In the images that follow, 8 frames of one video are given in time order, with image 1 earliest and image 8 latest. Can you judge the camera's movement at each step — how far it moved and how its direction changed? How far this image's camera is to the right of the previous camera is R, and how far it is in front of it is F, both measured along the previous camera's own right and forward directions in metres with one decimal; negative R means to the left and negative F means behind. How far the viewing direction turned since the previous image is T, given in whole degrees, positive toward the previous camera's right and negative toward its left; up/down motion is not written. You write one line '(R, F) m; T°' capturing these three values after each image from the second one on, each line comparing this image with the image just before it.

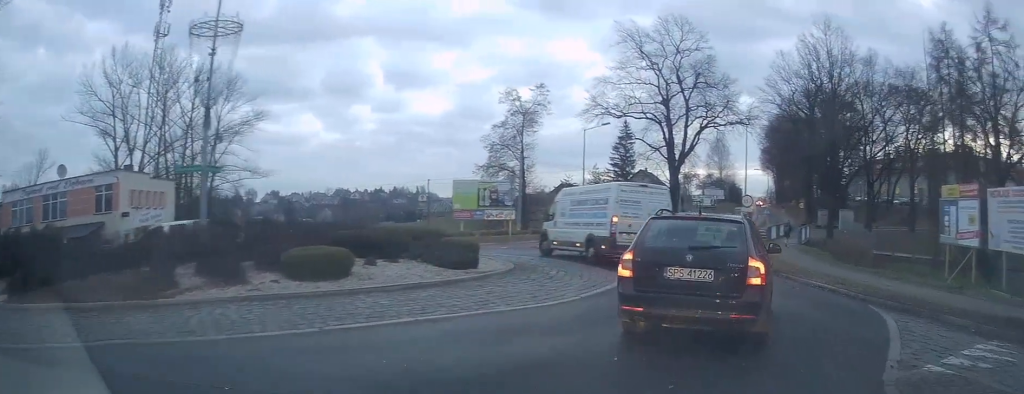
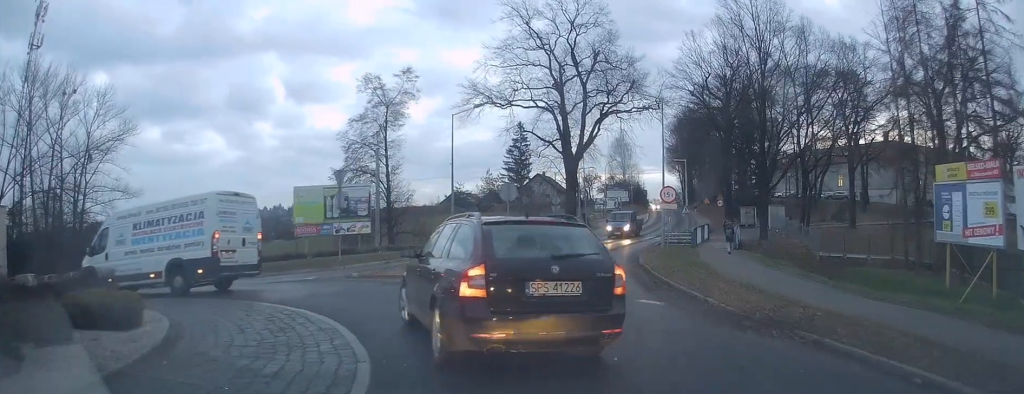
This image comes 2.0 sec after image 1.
(+2.2, +11.0) m; +17°
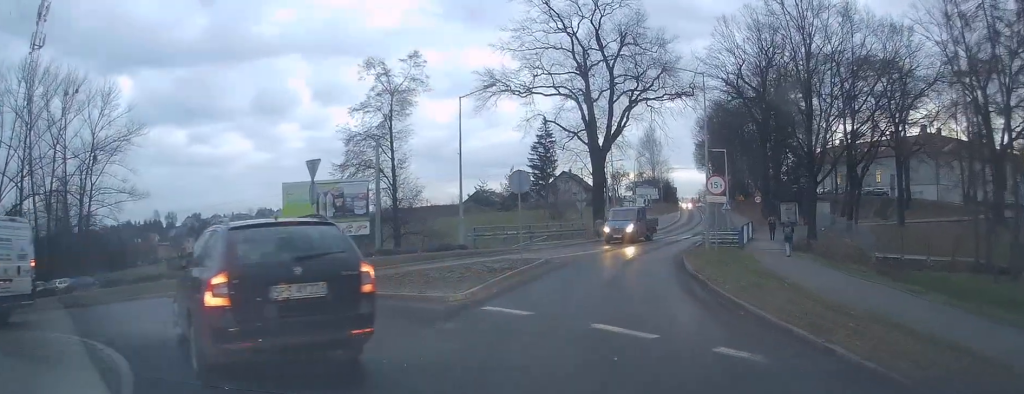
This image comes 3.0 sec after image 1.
(0.0, +5.3) m; 0°
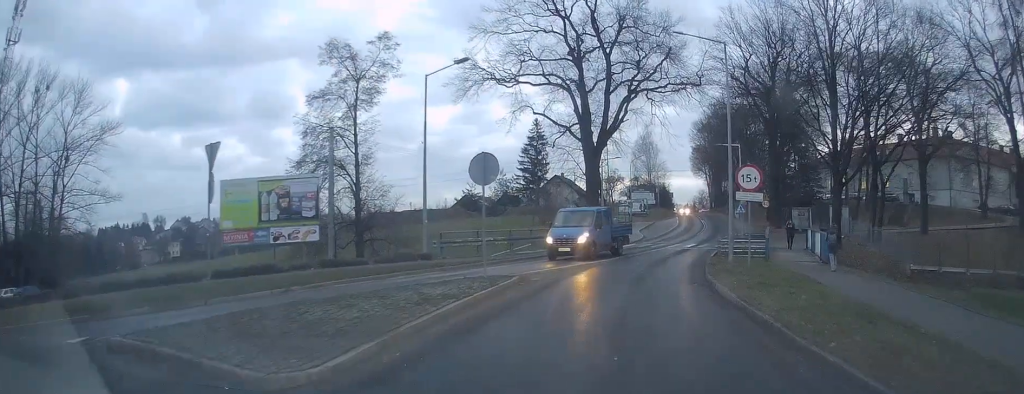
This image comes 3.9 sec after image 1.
(0.0, +5.2) m; 0°
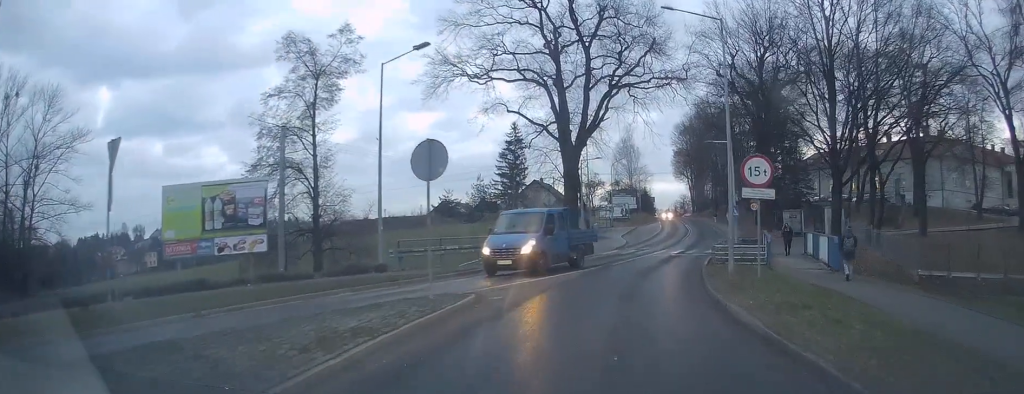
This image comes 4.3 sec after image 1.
(0.0, +2.6) m; 0°
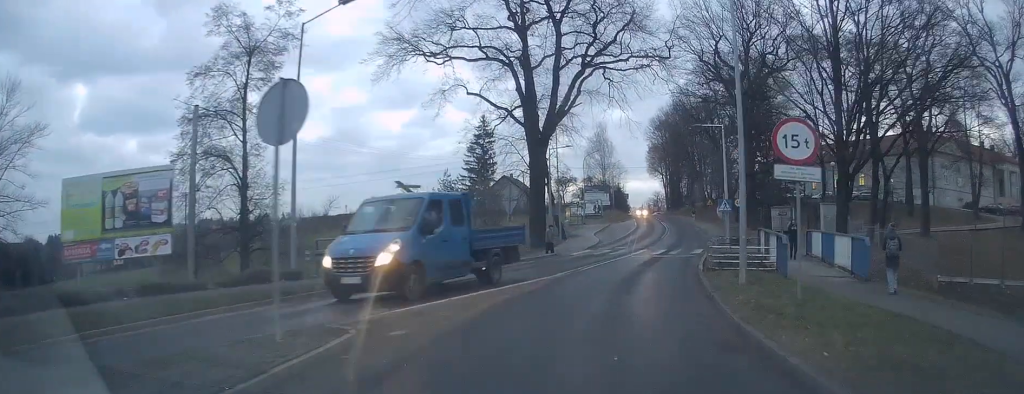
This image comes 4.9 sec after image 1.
(0.0, +4.0) m; 0°
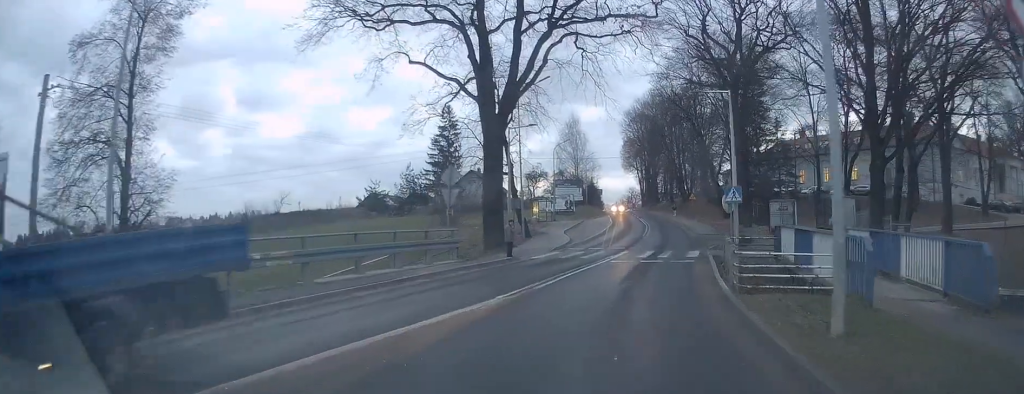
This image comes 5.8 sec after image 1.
(0.0, +6.3) m; 0°
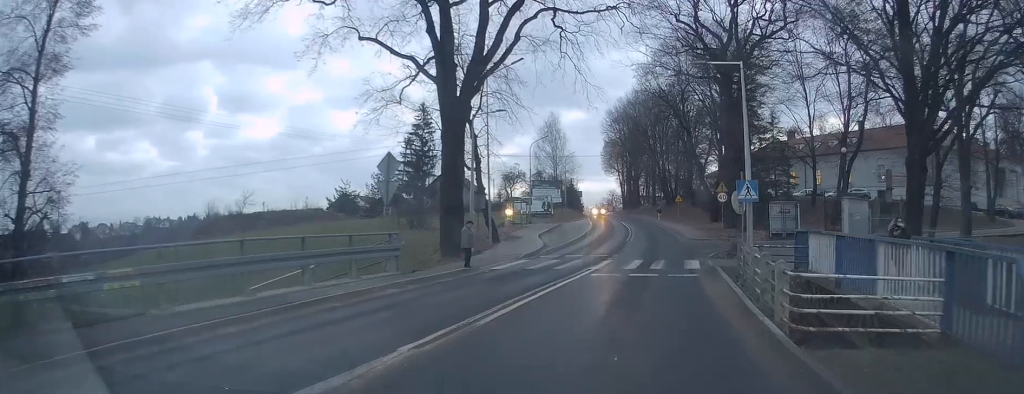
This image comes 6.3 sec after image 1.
(0.0, +4.7) m; +2°
